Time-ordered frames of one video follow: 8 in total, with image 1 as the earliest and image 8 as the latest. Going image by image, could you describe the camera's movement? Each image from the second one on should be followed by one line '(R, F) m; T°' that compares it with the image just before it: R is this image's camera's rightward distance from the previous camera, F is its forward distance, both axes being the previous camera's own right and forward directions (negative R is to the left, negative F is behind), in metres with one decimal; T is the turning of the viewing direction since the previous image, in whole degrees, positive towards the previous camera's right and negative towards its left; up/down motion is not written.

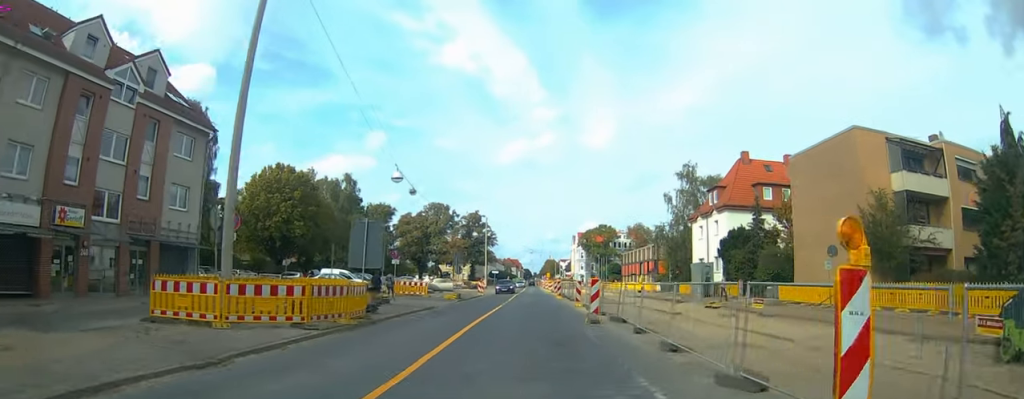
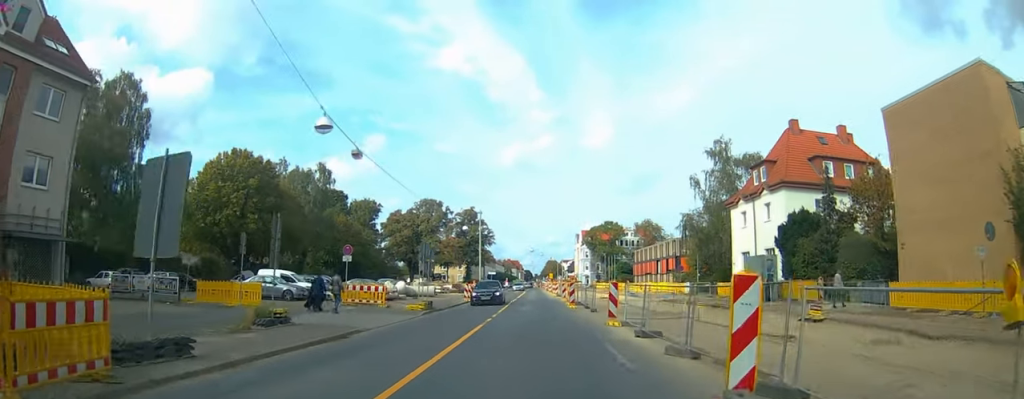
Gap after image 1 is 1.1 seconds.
(+0.2, +12.7) m; +1°
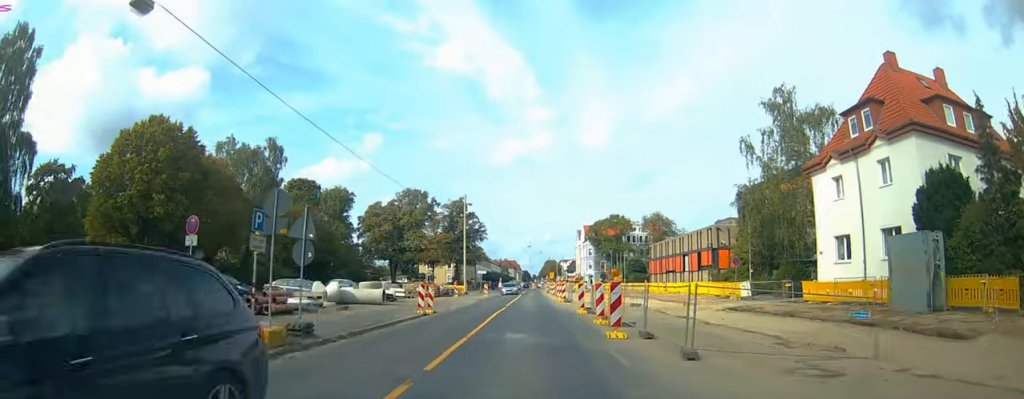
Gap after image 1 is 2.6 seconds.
(+0.1, +15.9) m; 0°
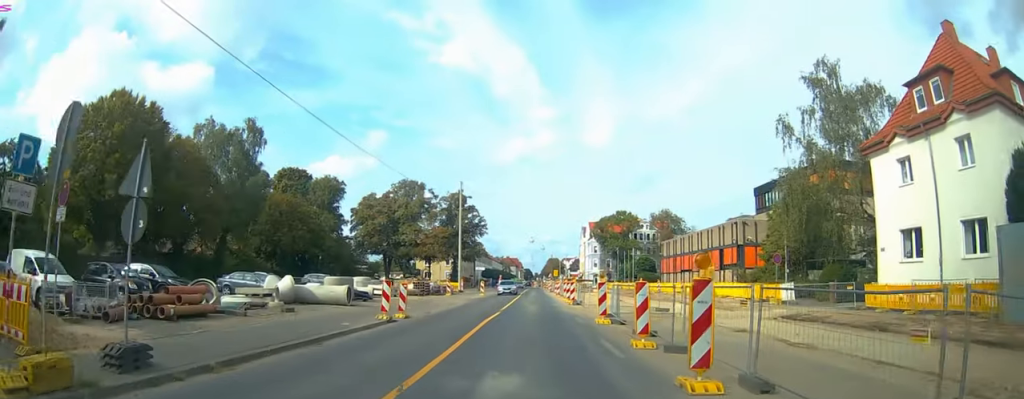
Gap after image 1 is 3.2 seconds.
(0.0, +6.4) m; 0°
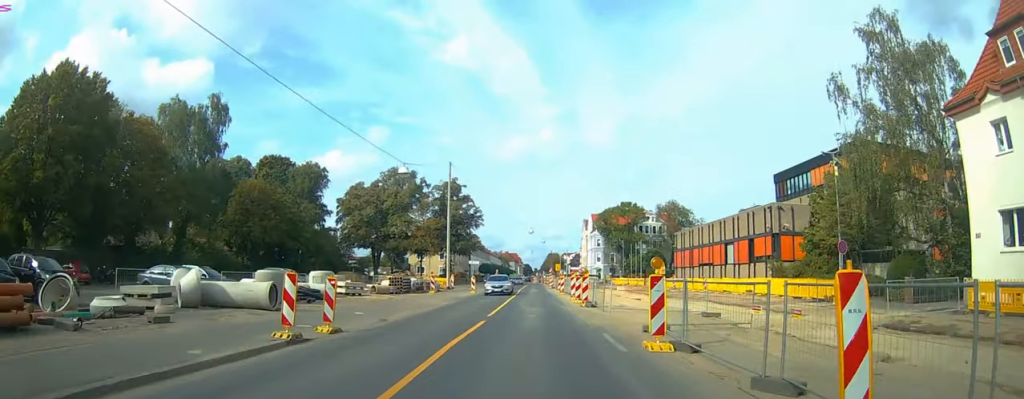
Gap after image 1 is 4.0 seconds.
(0.0, +7.4) m; 0°
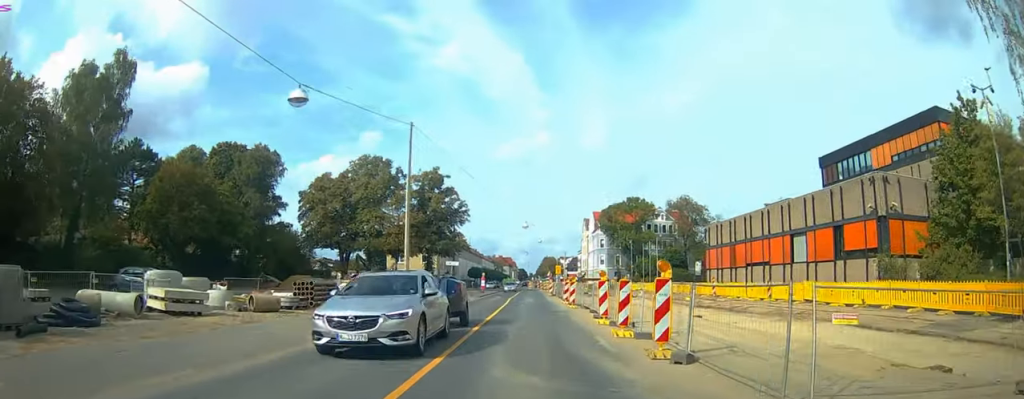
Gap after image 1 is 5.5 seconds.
(0.0, +14.3) m; 0°
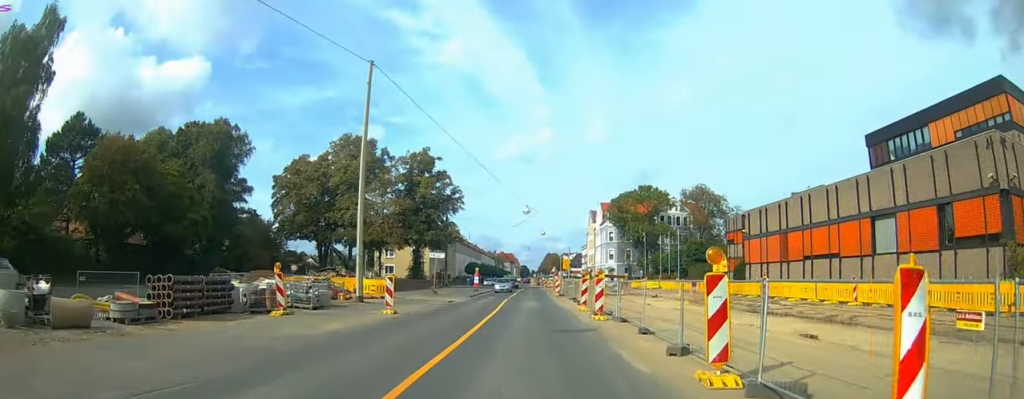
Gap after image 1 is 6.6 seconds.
(0.0, +9.6) m; 0°
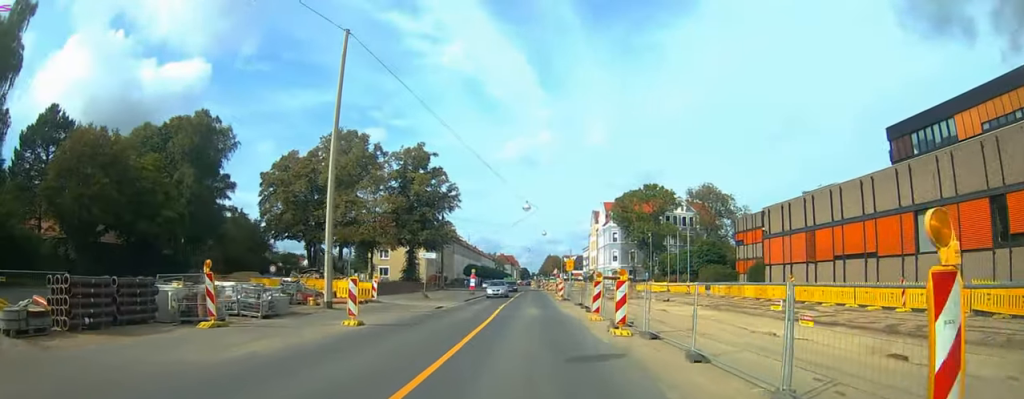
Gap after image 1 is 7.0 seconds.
(0.0, +3.9) m; 0°
